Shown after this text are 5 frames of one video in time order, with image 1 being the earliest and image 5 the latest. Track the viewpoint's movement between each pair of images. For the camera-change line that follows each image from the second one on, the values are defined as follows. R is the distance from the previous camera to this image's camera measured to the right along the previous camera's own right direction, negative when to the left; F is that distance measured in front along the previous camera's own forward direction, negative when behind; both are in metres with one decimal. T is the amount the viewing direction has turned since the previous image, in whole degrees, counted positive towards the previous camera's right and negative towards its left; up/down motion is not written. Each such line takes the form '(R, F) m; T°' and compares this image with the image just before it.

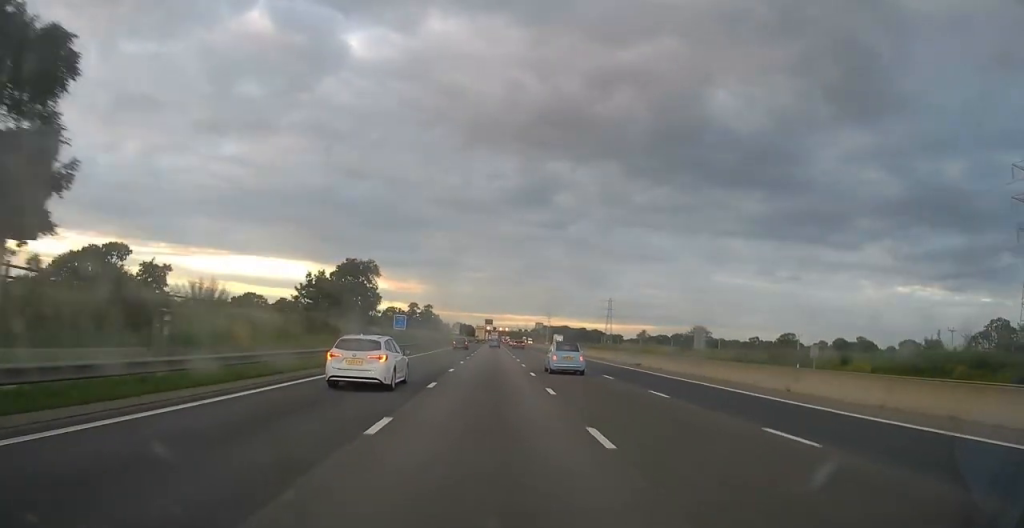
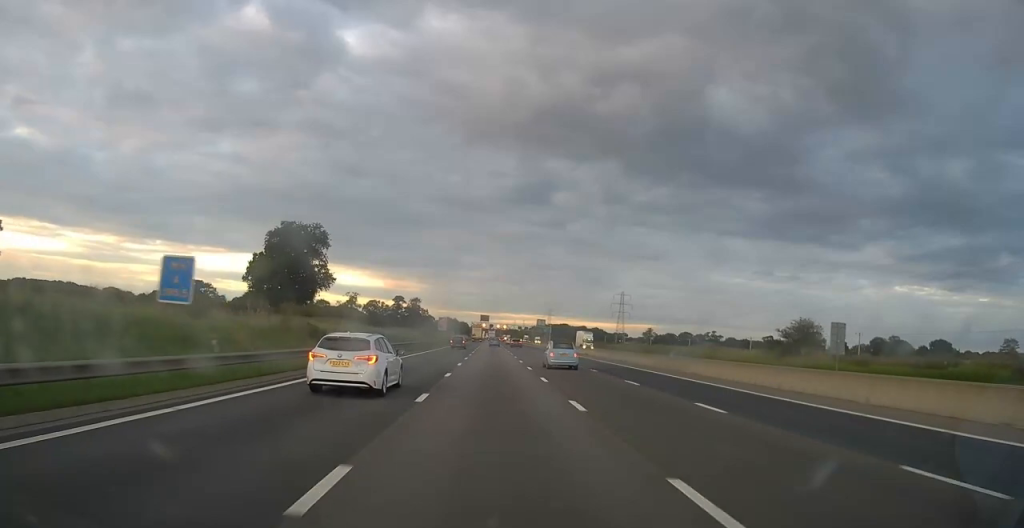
(-0.1, +40.0) m; 0°
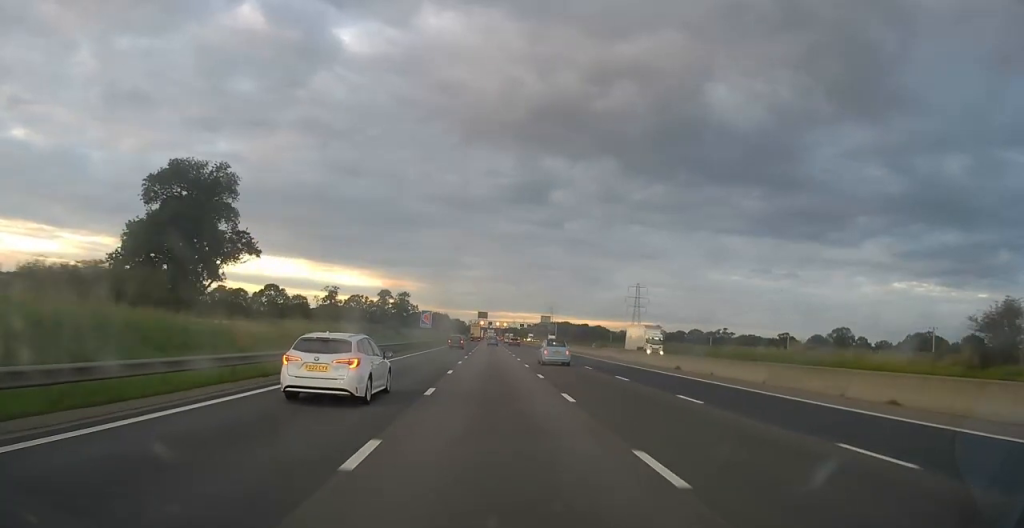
(0.0, +34.1) m; 0°
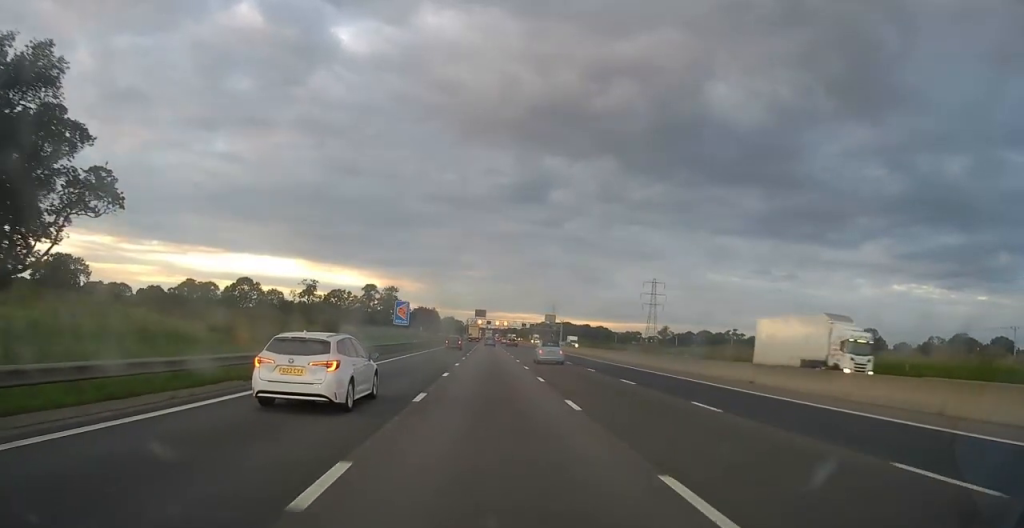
(+0.1, +28.9) m; 0°
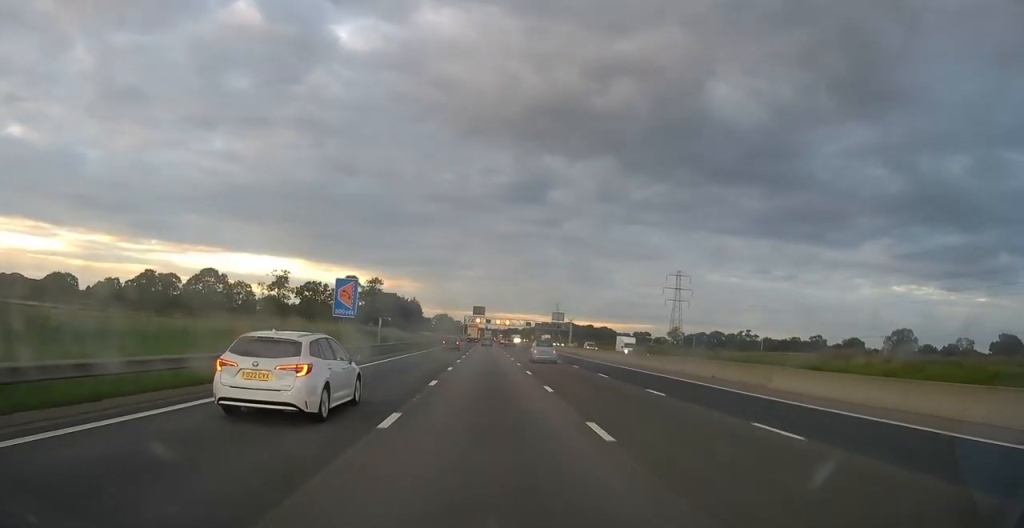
(+0.2, +31.2) m; 0°
